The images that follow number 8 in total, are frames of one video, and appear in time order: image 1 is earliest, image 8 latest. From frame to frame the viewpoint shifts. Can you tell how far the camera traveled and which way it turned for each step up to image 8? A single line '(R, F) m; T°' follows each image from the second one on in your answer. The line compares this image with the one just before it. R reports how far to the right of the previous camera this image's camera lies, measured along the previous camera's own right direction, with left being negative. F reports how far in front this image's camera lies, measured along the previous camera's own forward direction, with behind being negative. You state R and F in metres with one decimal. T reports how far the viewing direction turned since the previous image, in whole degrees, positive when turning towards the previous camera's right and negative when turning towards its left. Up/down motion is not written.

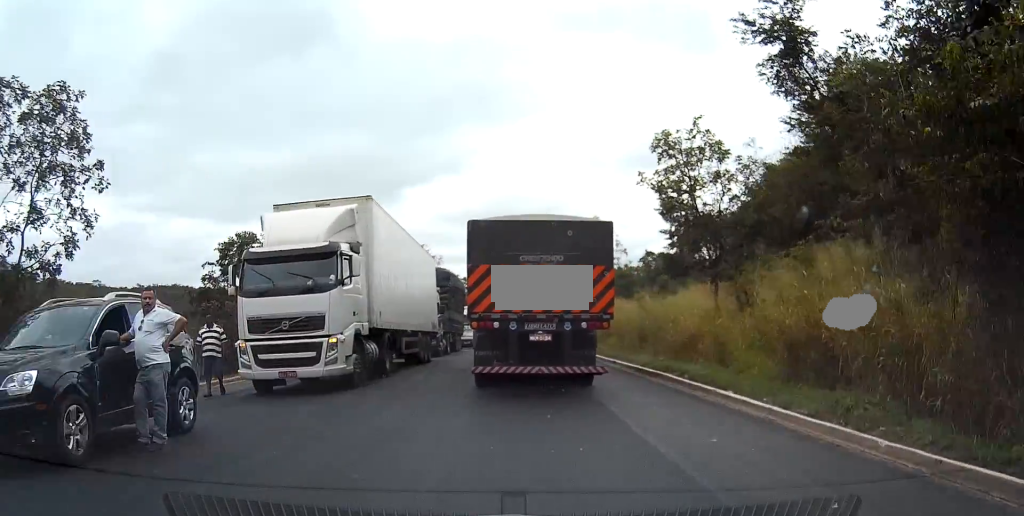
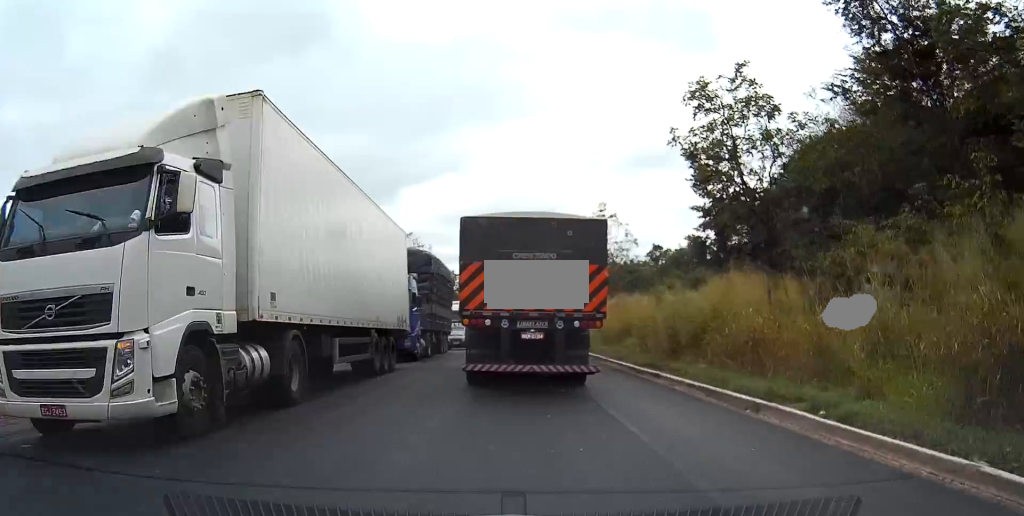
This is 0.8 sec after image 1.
(0.0, +8.5) m; 0°
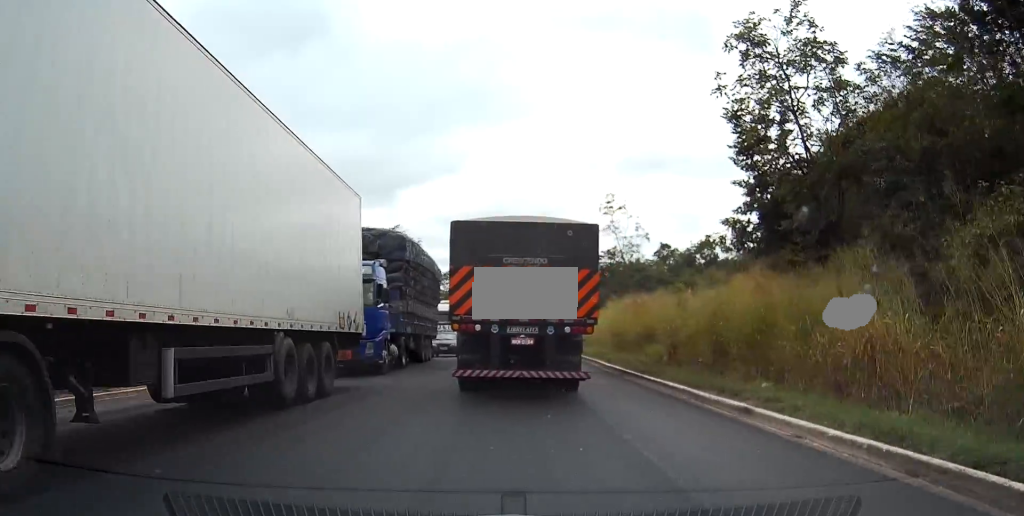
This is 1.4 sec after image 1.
(0.0, +7.3) m; 0°
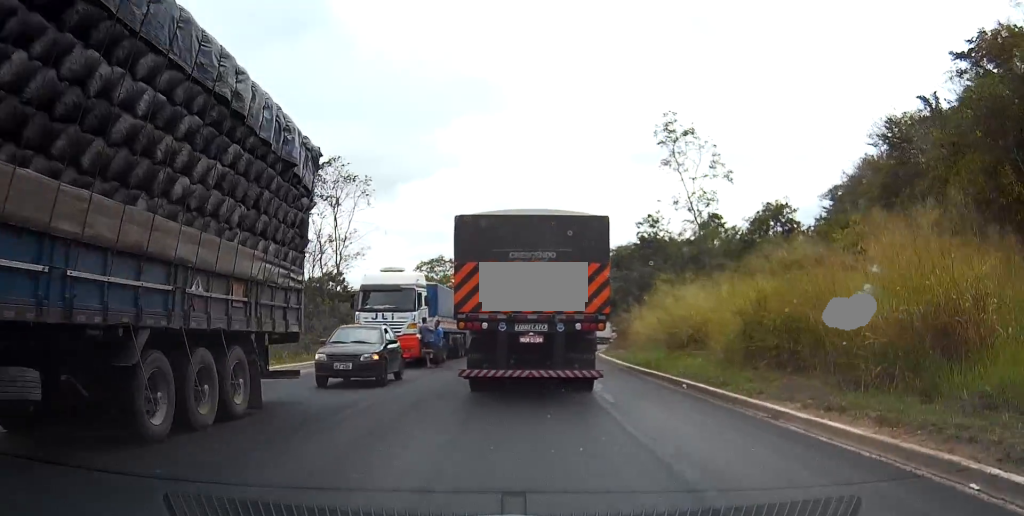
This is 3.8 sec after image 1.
(0.0, +25.3) m; 0°
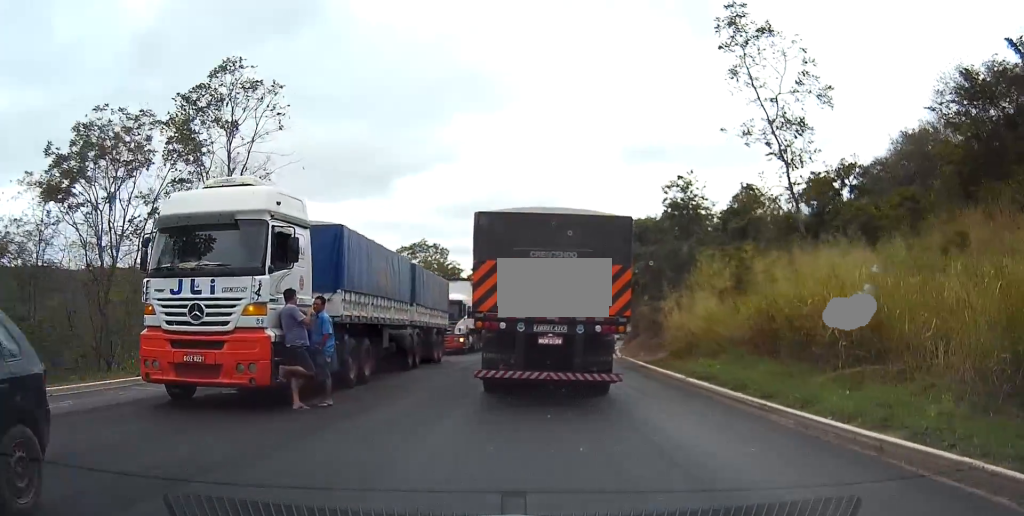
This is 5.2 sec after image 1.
(+0.1, +15.5) m; +3°
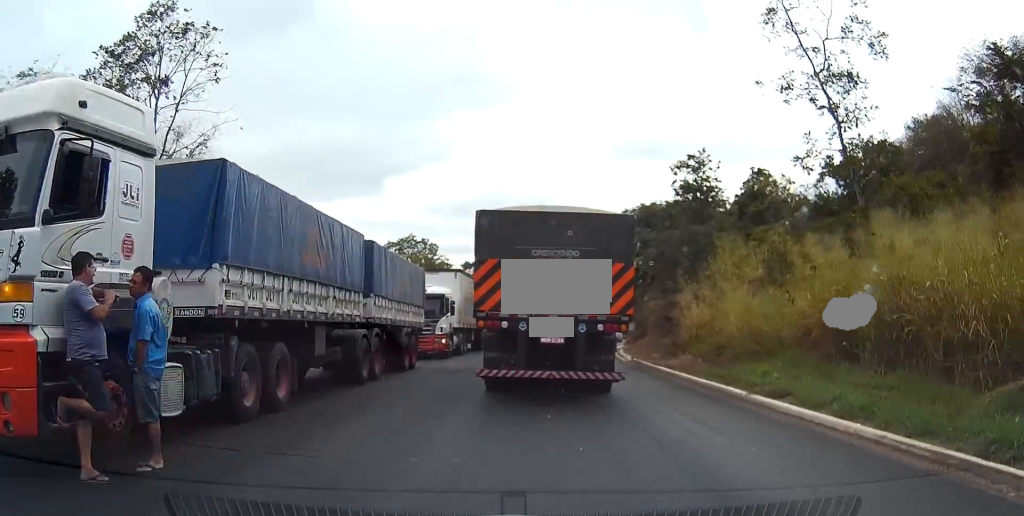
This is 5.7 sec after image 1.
(+0.2, +5.7) m; +1°
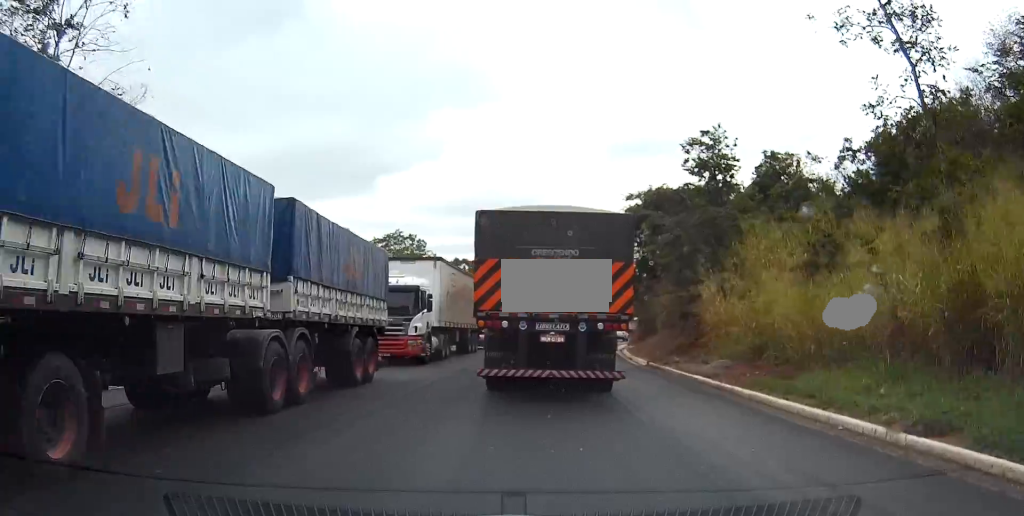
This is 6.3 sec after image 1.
(+0.1, +5.7) m; +1°
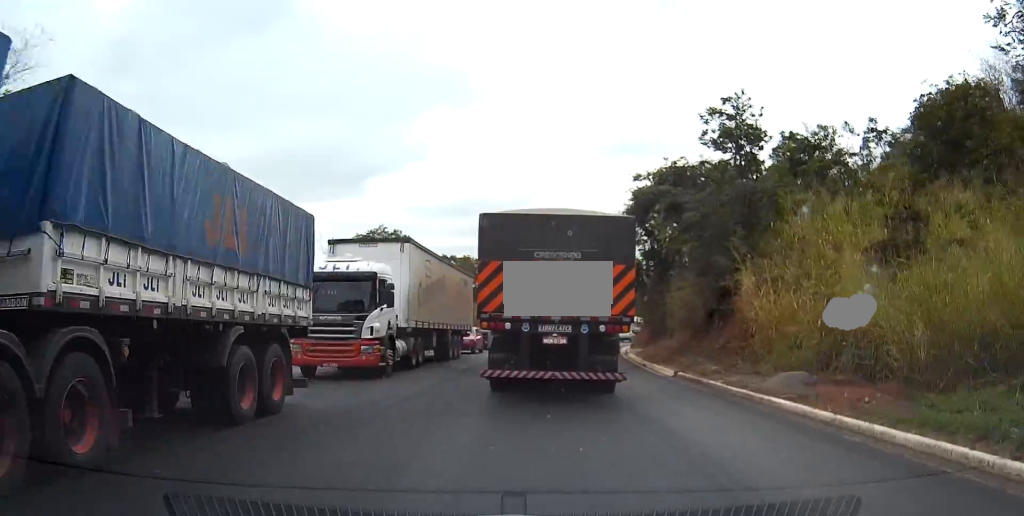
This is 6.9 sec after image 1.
(0.0, +6.4) m; 0°
